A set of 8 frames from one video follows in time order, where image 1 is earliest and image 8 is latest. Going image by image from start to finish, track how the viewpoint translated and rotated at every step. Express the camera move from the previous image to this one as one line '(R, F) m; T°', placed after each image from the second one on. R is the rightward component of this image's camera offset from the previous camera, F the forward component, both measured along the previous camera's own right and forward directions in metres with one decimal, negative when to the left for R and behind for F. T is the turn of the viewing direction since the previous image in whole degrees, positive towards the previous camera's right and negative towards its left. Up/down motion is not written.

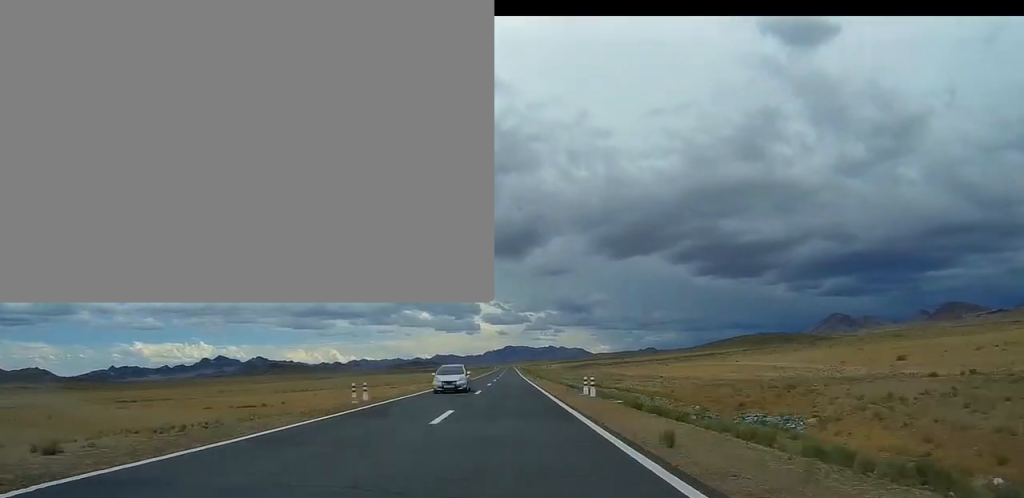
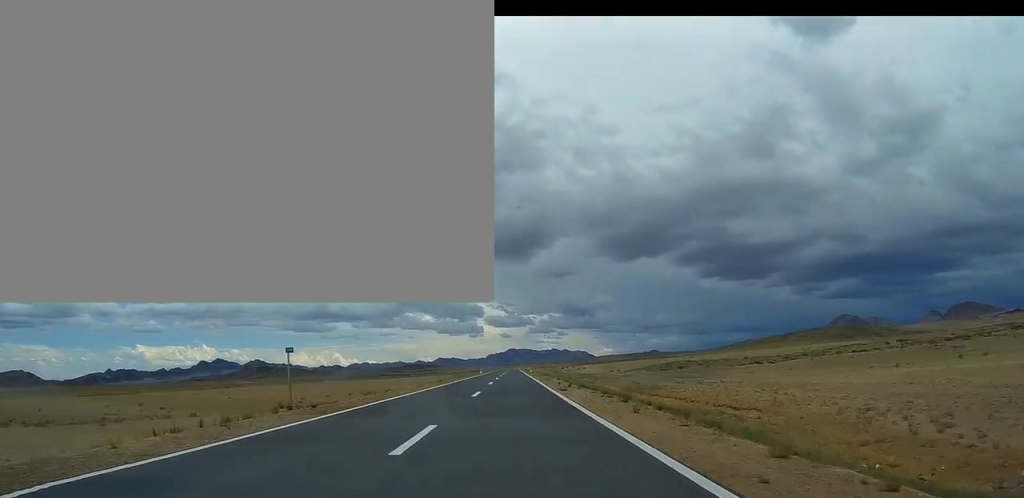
(0.0, +132.9) m; 0°
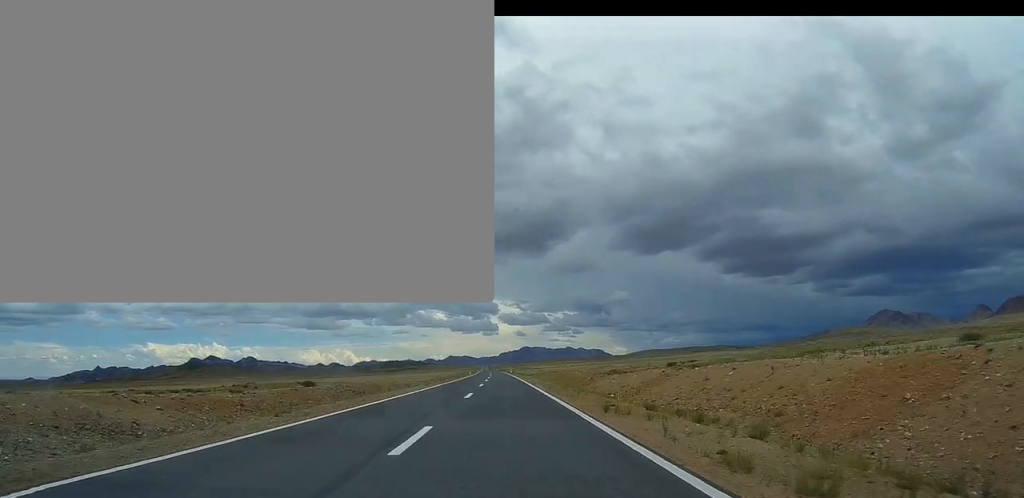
(-8.9, +507.9) m; -3°
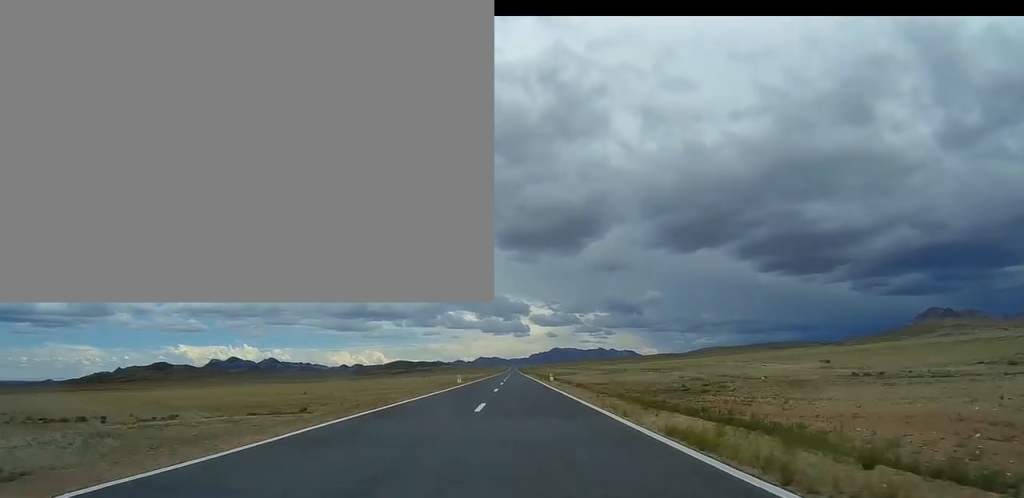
(-3.7, +271.4) m; -1°
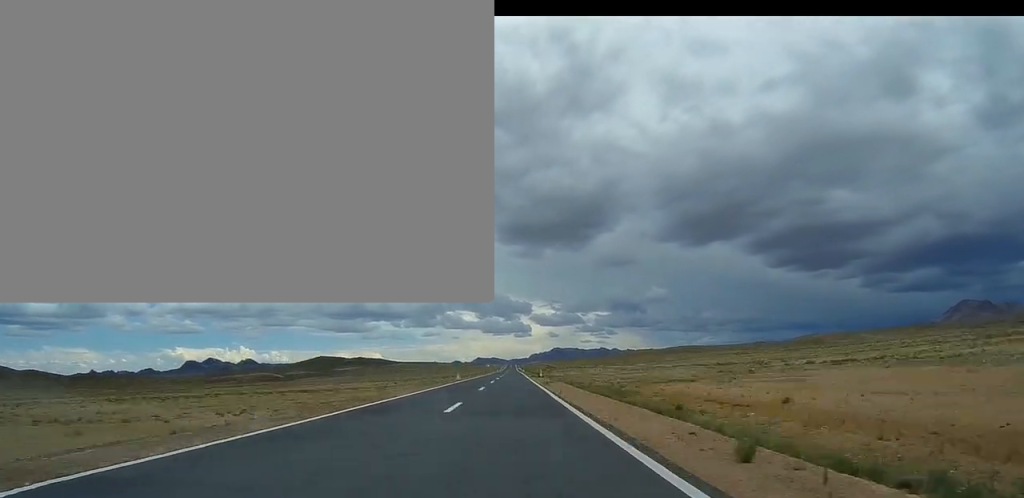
(-0.7, +477.0) m; 0°
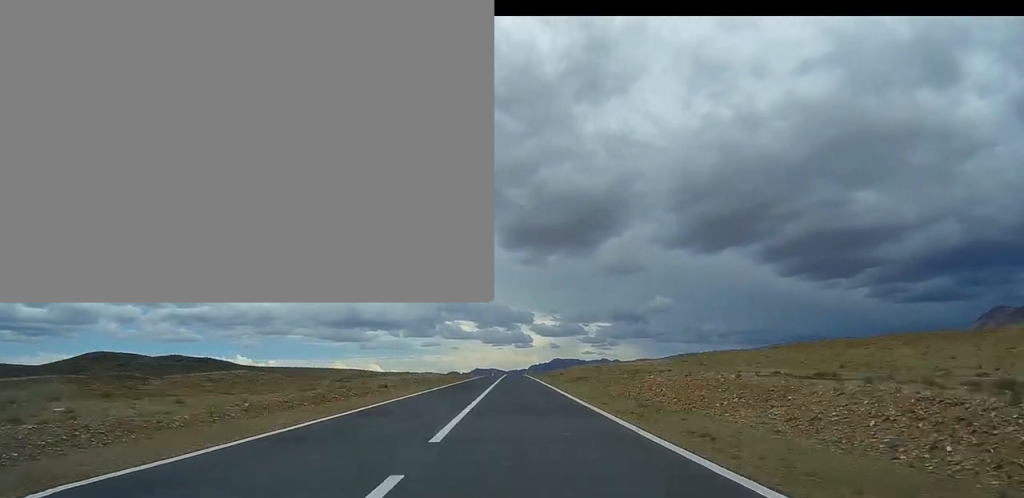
(+0.7, +416.4) m; 0°
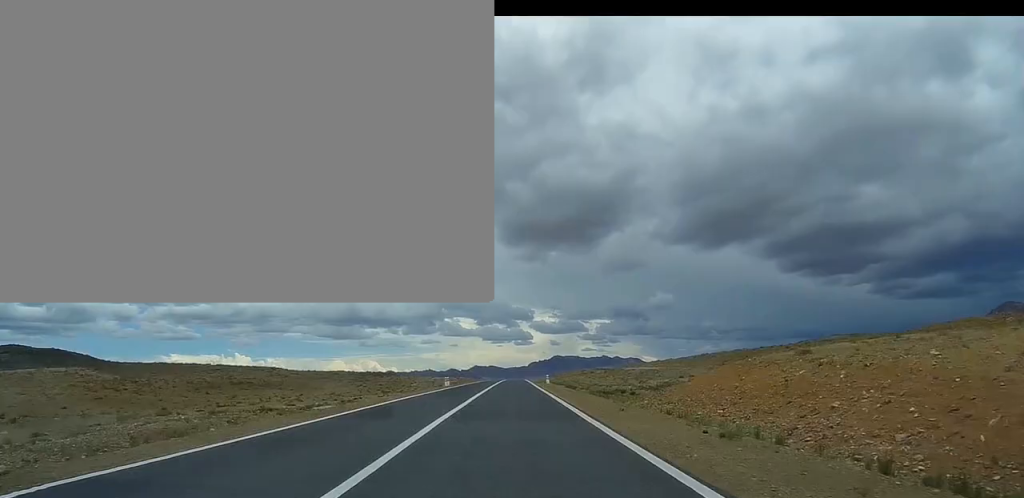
(+0.1, +115.2) m; 0°
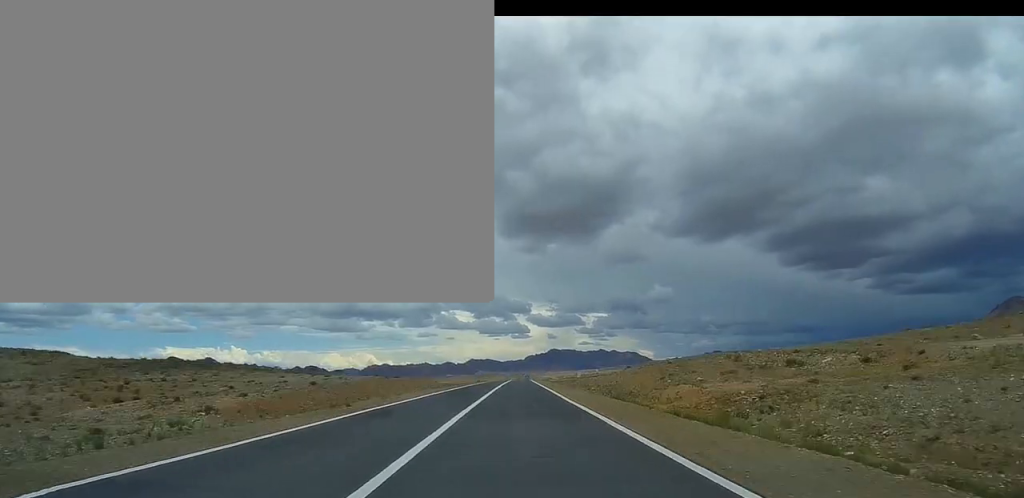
(-0.5, +106.3) m; 0°
